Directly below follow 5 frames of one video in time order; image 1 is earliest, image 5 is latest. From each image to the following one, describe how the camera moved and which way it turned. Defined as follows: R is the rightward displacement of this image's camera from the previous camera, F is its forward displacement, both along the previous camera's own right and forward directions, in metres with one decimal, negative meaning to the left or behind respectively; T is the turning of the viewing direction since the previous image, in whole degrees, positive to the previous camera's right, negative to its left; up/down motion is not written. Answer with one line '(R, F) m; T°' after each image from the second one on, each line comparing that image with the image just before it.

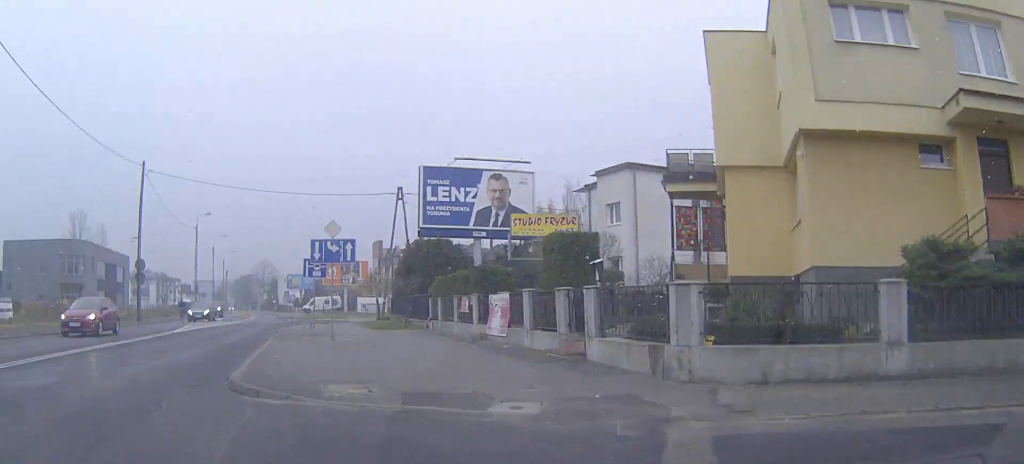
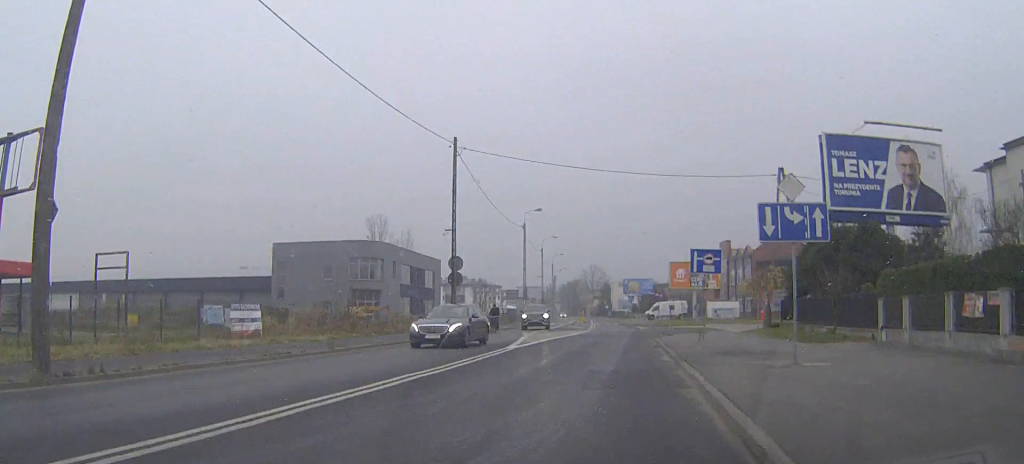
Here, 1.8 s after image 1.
(-2.0, +8.7) m; -16°
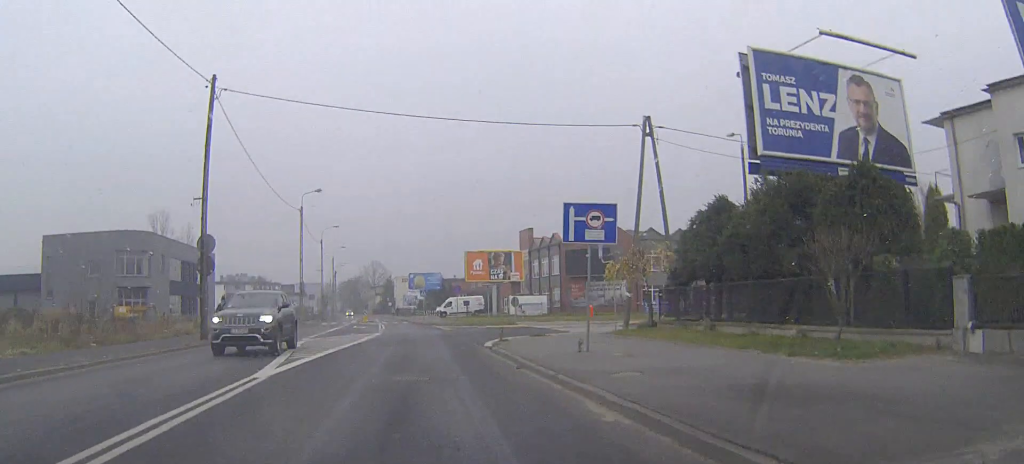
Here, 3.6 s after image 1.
(+0.9, +10.9) m; +10°
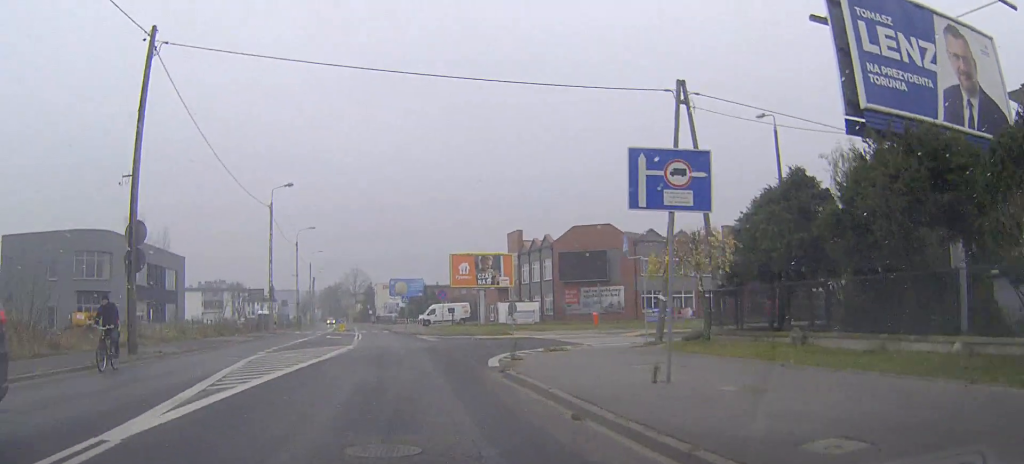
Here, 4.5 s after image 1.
(+0.2, +5.8) m; +3°
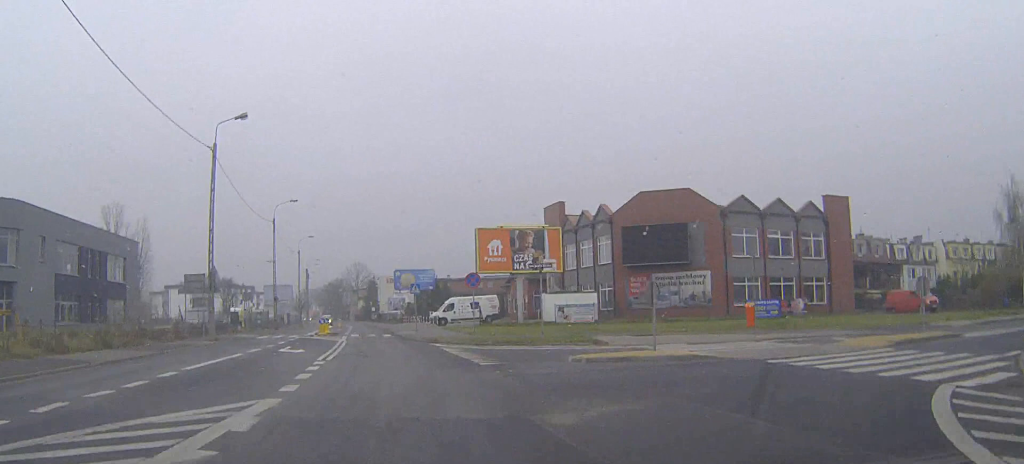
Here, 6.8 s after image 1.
(+0.2, +19.0) m; 0°
